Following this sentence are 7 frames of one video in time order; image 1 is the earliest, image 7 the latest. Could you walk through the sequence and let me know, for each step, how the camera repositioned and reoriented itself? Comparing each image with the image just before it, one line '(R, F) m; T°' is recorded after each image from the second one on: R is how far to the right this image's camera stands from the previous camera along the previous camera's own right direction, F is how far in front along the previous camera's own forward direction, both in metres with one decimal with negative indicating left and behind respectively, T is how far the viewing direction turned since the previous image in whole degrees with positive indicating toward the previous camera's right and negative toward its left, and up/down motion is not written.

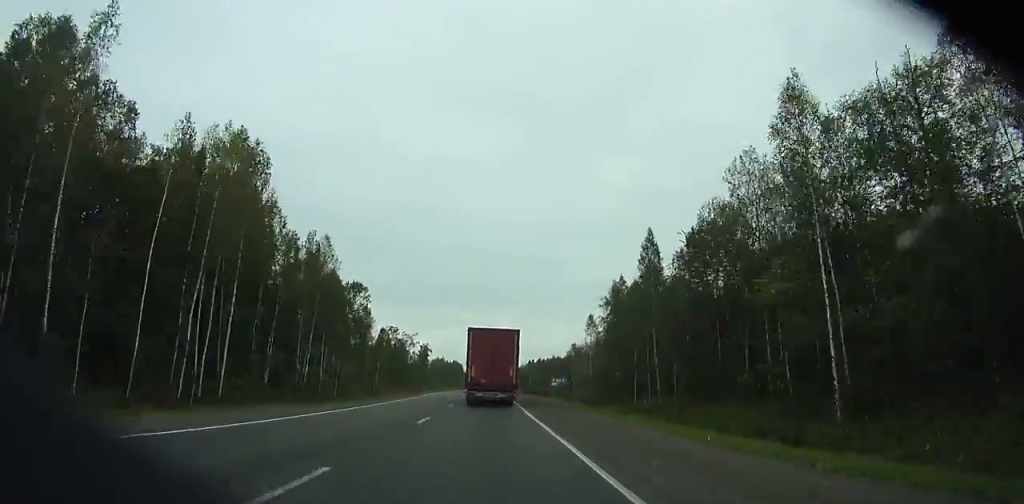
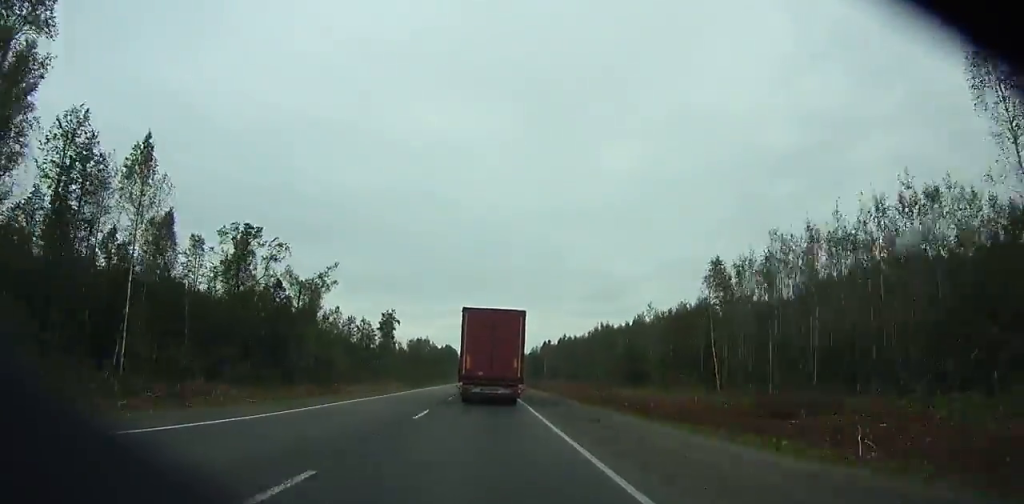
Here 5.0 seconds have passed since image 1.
(0.0, +98.6) m; 0°
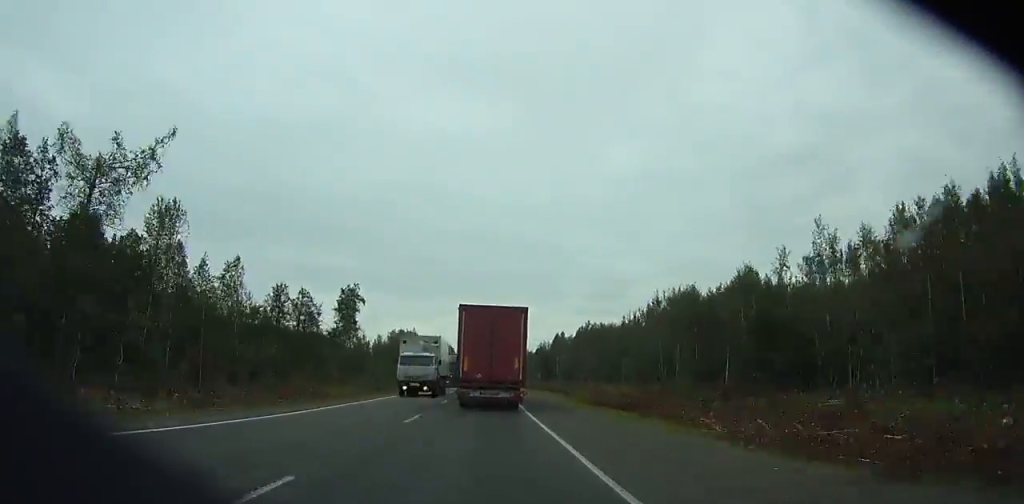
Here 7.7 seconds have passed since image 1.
(0.0, +50.4) m; 0°
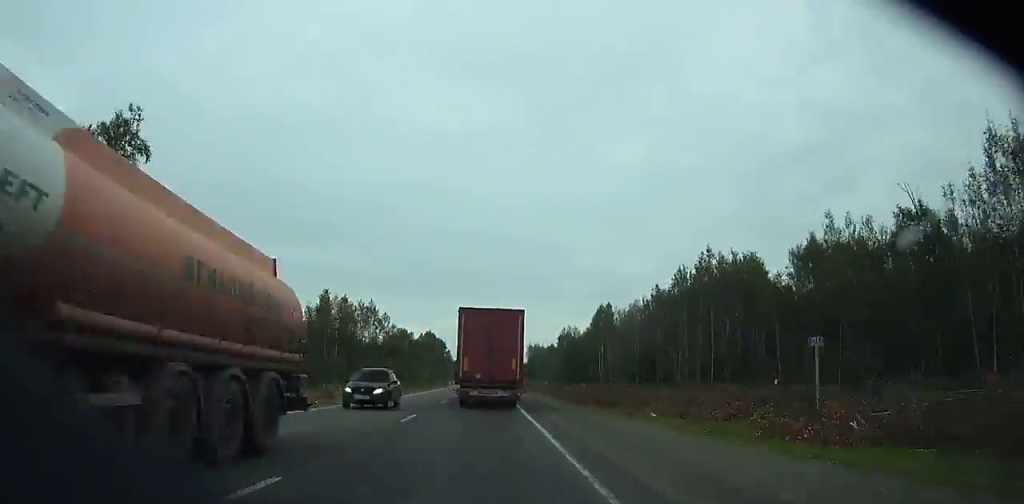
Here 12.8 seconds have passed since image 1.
(-0.3, +88.0) m; 0°
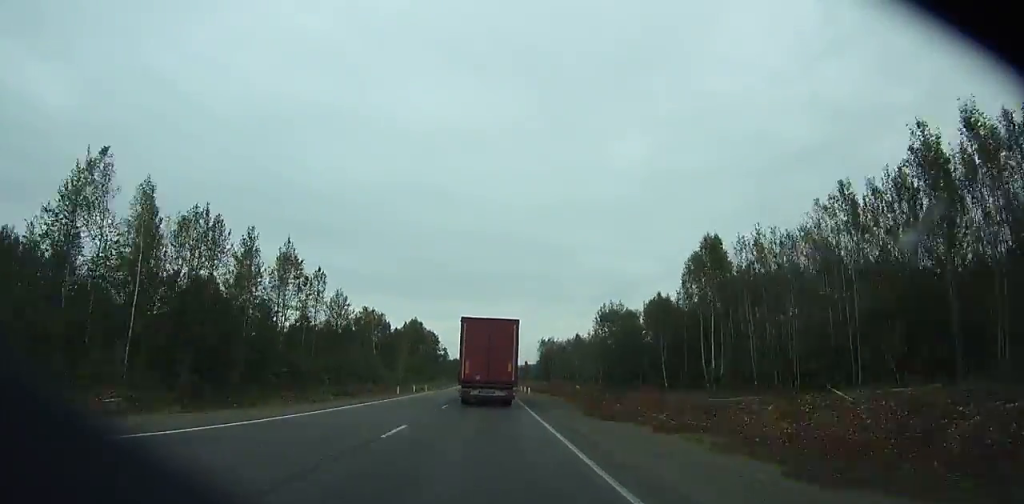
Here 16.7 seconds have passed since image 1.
(-0.1, +65.2) m; 0°
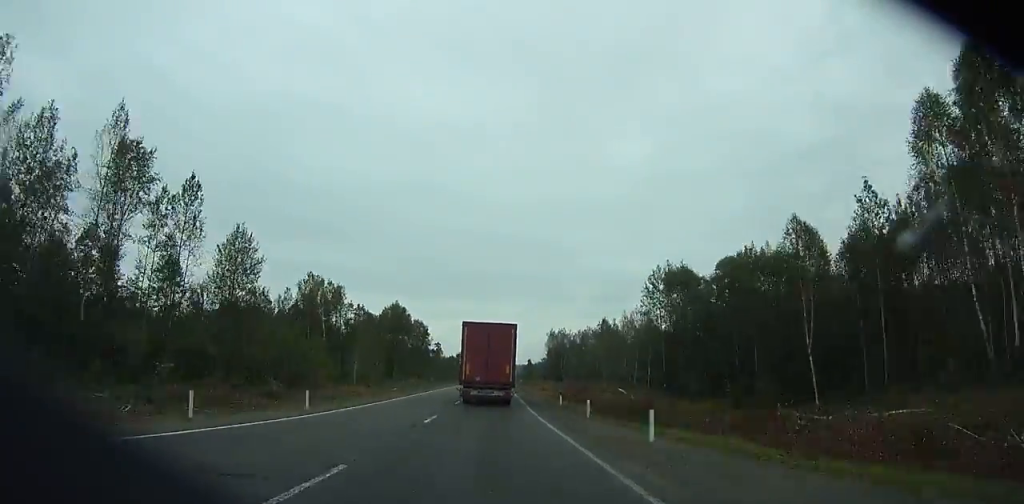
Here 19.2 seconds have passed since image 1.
(+0.1, +42.3) m; 0°
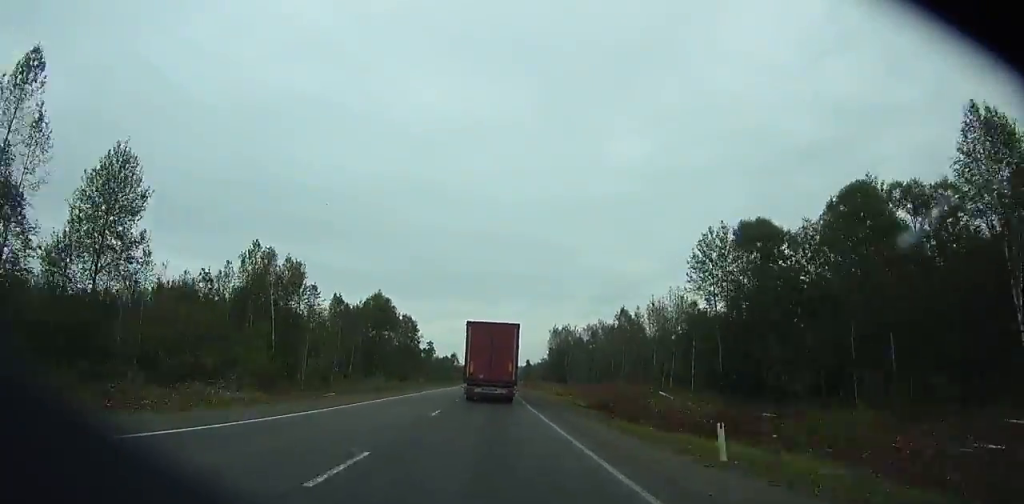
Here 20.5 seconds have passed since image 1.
(+0.1, +22.2) m; 0°
